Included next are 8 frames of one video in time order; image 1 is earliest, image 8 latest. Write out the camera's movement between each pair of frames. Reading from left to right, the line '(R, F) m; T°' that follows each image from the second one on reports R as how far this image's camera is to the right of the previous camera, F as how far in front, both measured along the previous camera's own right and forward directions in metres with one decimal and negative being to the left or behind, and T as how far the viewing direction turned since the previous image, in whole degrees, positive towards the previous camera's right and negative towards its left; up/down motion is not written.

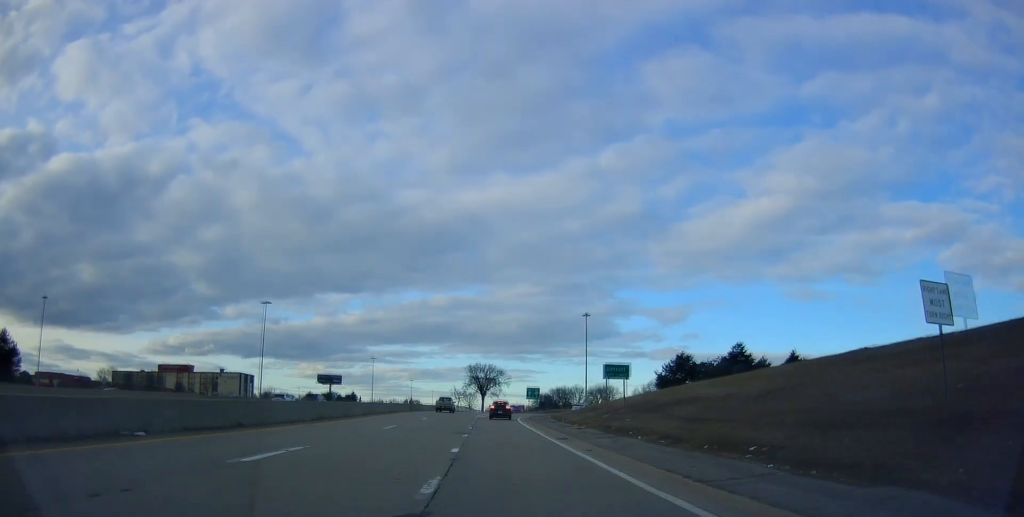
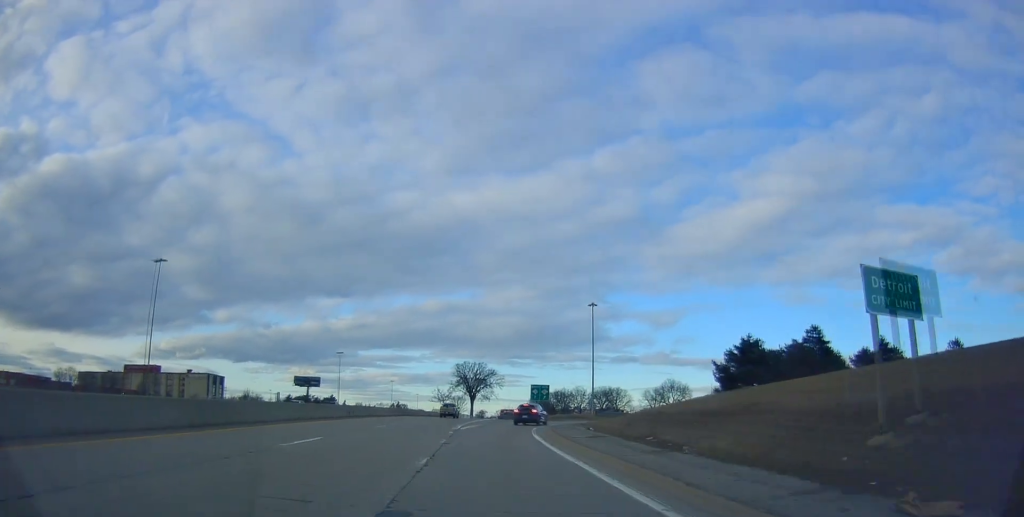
(+0.2, +26.8) m; +3°
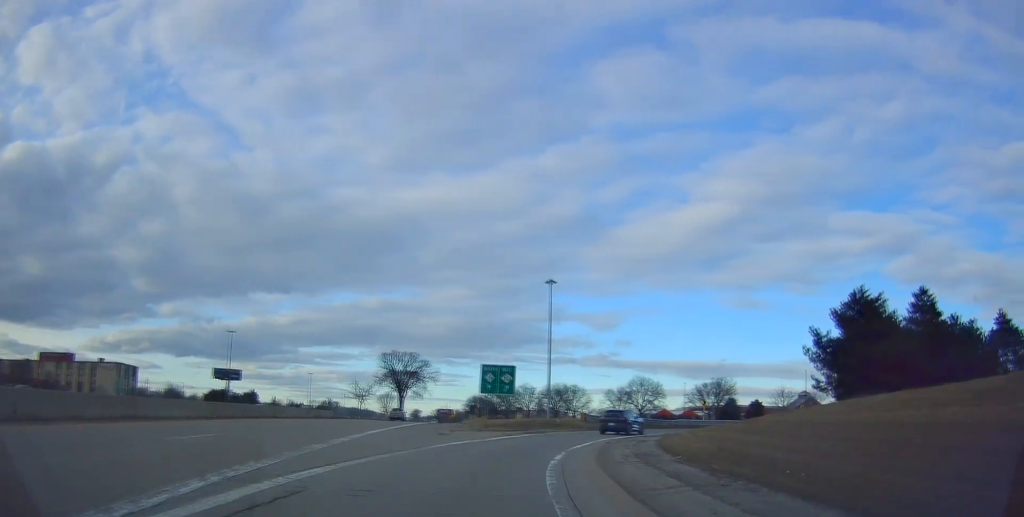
(+0.7, +29.0) m; +4°
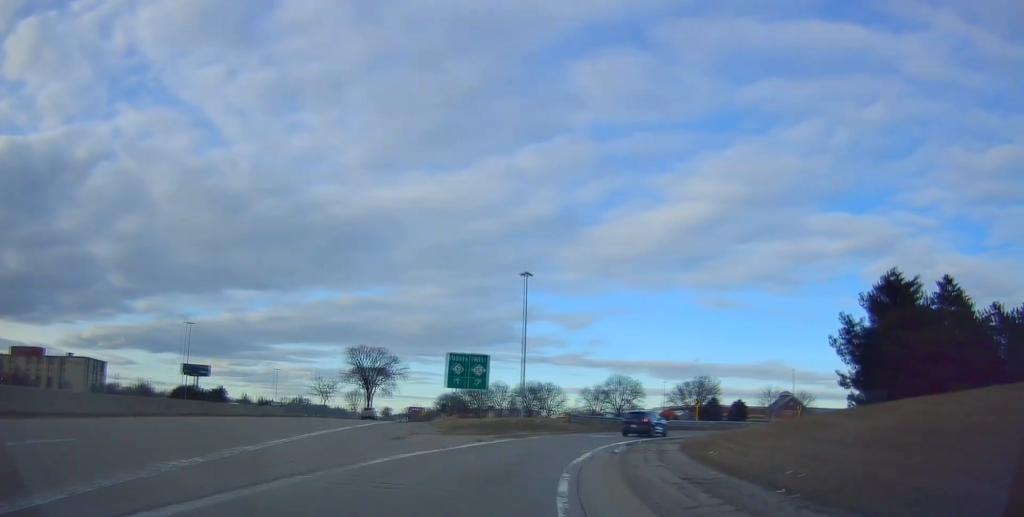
(+0.2, +6.2) m; +3°
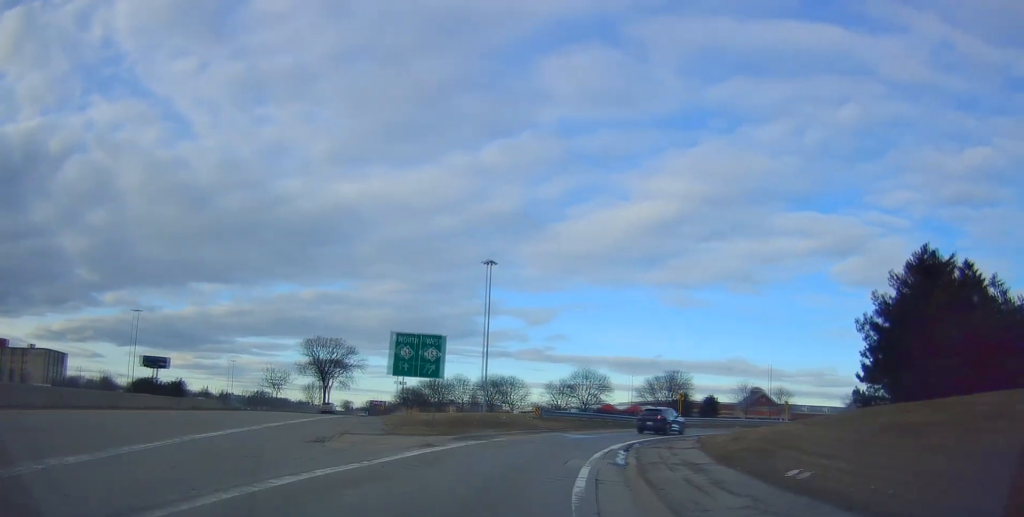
(+0.3, +5.9) m; +4°
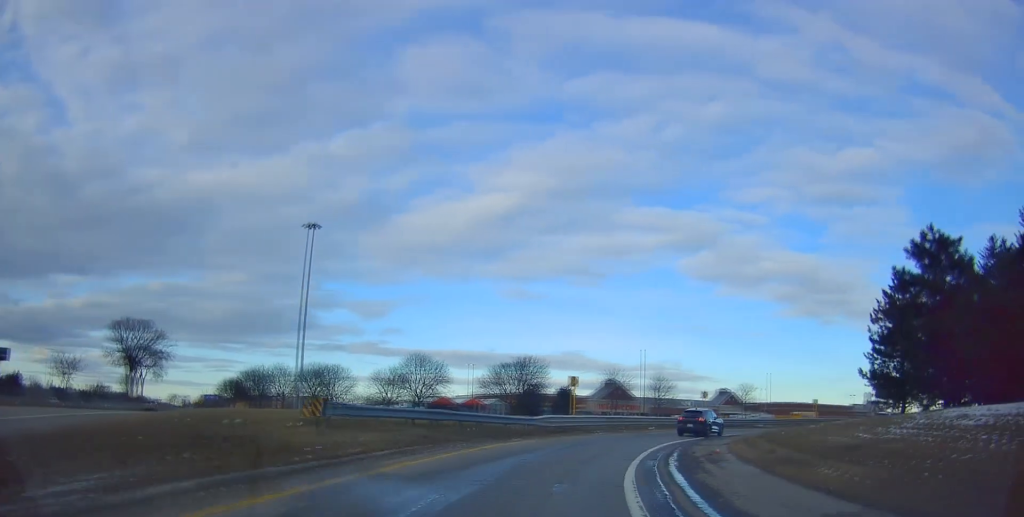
(+2.0, +19.7) m; +16°
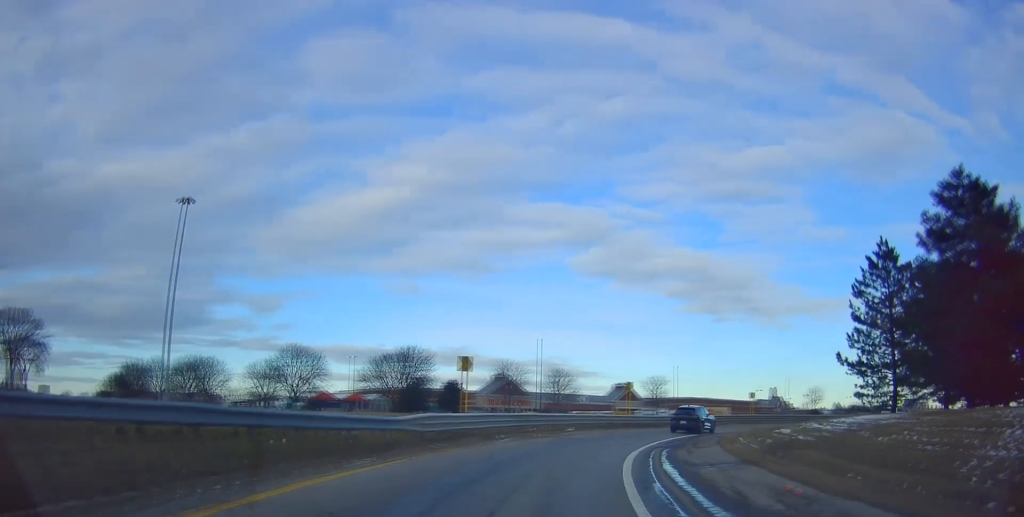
(+1.4, +9.9) m; +13°
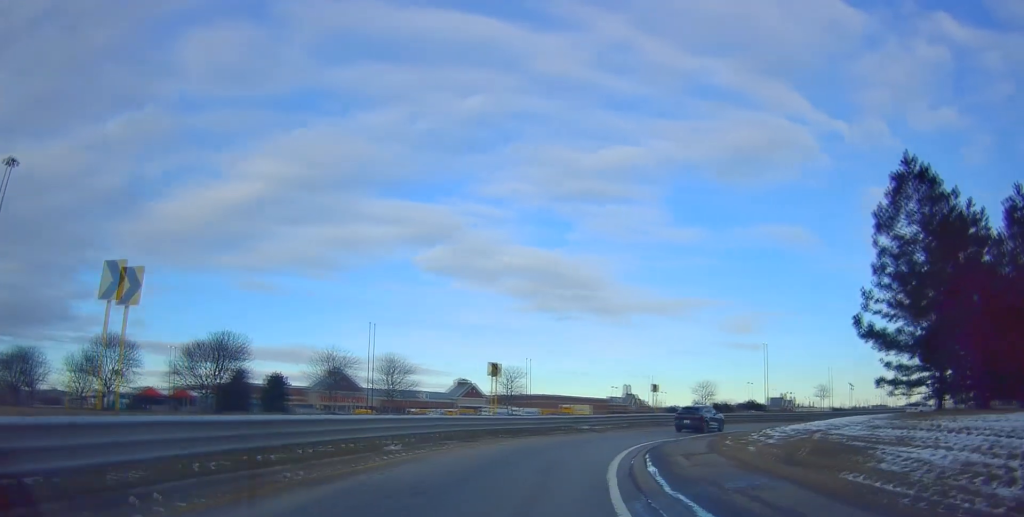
(+2.4, +14.5) m; +19°
